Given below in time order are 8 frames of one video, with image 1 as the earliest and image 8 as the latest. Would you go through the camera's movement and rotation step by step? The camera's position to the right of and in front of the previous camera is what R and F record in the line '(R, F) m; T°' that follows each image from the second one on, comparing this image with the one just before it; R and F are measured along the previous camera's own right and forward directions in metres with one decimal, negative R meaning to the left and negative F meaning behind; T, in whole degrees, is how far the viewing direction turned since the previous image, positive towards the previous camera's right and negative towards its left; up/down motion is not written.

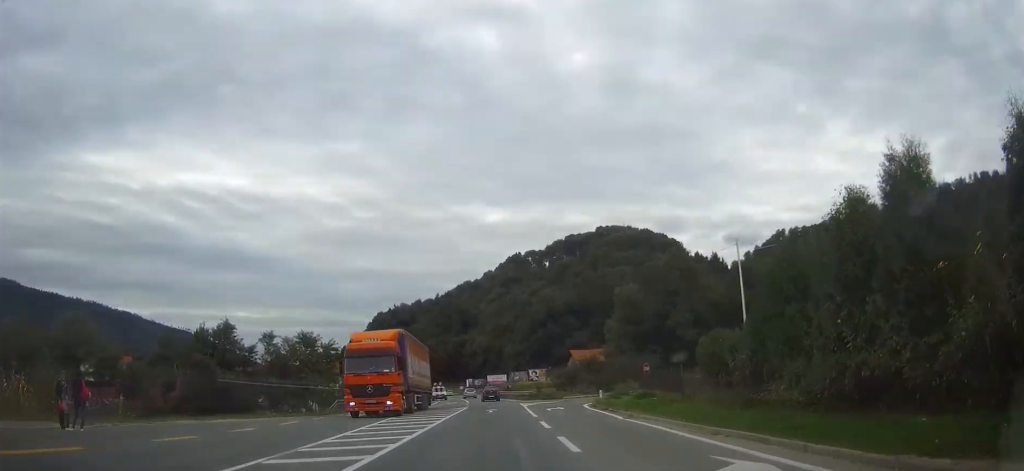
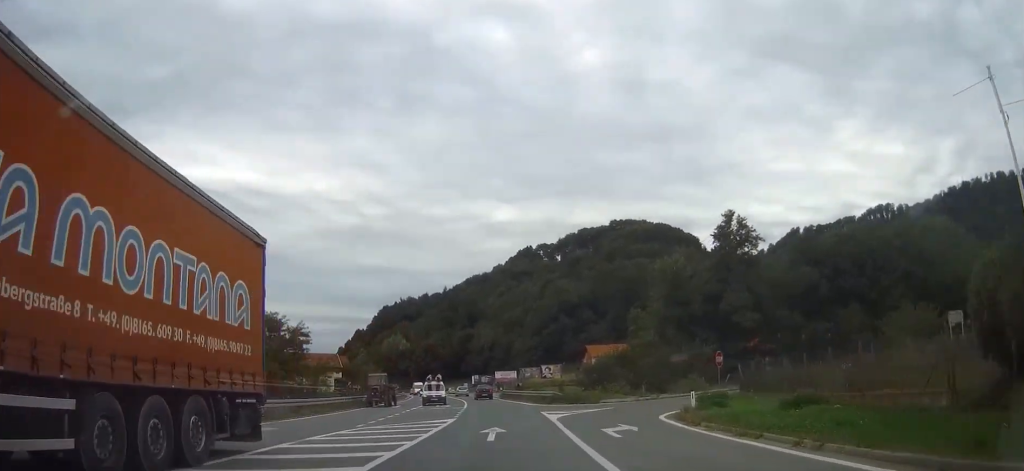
(-0.1, +17.7) m; 0°
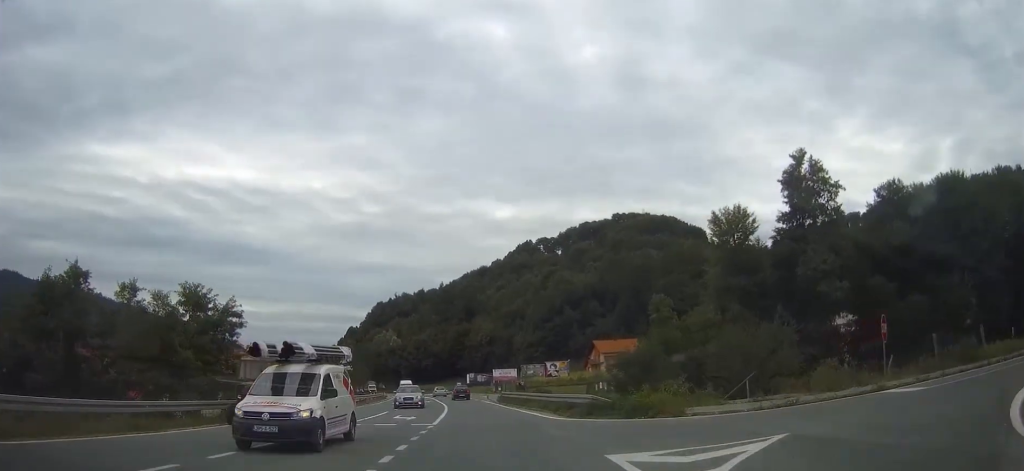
(0.0, +18.8) m; 0°
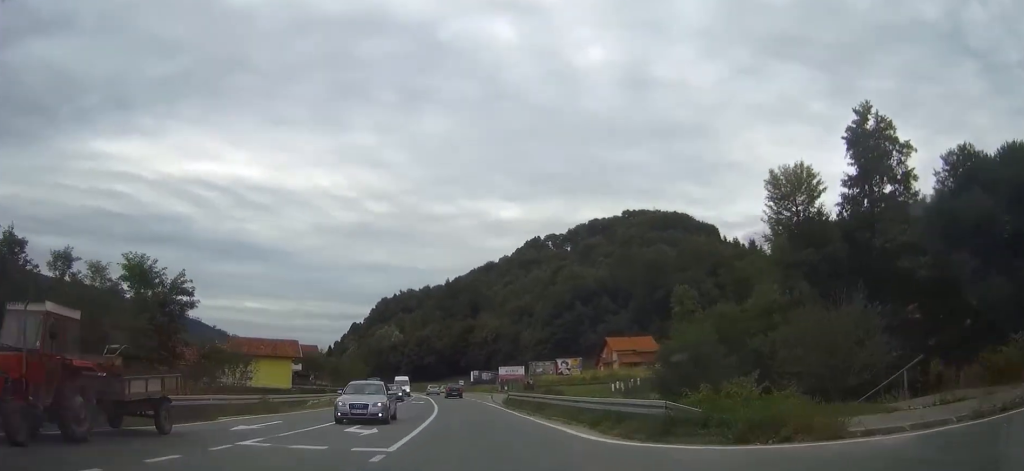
(+0.1, +10.2) m; 0°
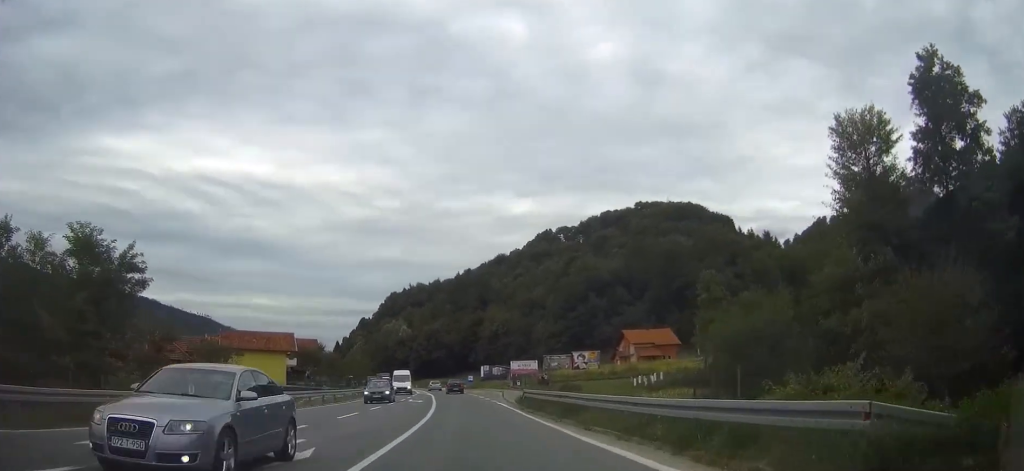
(-0.1, +8.0) m; -1°
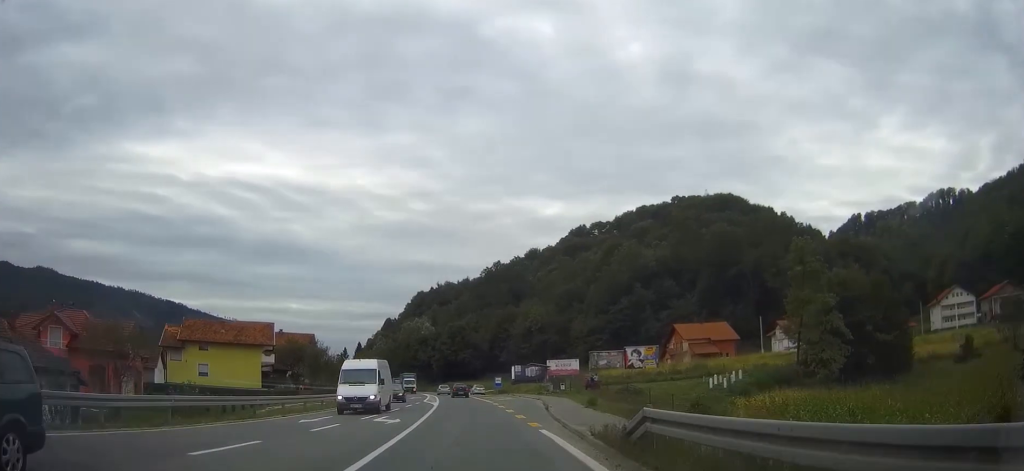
(-0.4, +21.1) m; -3°
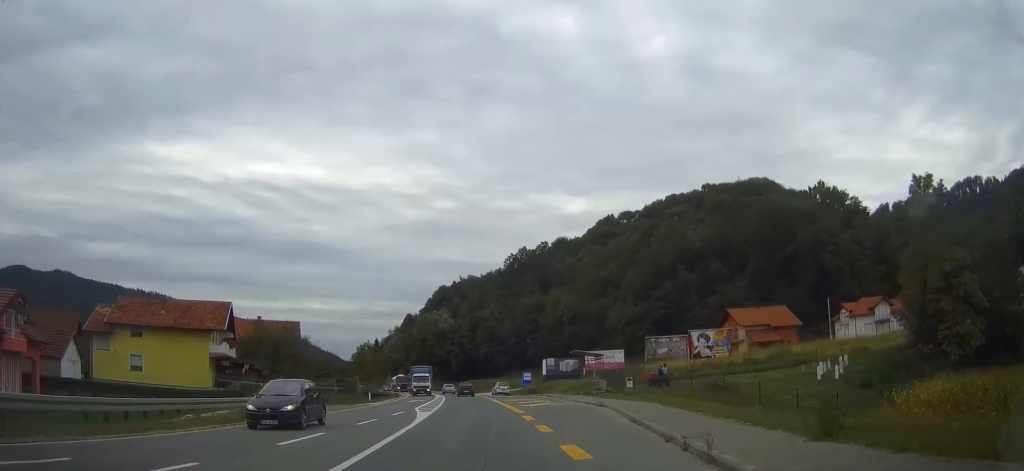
(-0.4, +19.5) m; -2°
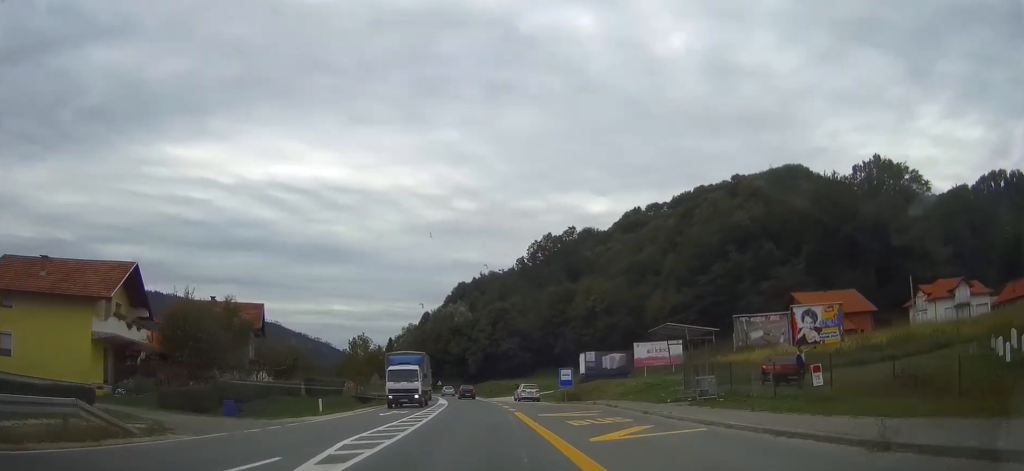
(-0.2, +20.2) m; -2°
